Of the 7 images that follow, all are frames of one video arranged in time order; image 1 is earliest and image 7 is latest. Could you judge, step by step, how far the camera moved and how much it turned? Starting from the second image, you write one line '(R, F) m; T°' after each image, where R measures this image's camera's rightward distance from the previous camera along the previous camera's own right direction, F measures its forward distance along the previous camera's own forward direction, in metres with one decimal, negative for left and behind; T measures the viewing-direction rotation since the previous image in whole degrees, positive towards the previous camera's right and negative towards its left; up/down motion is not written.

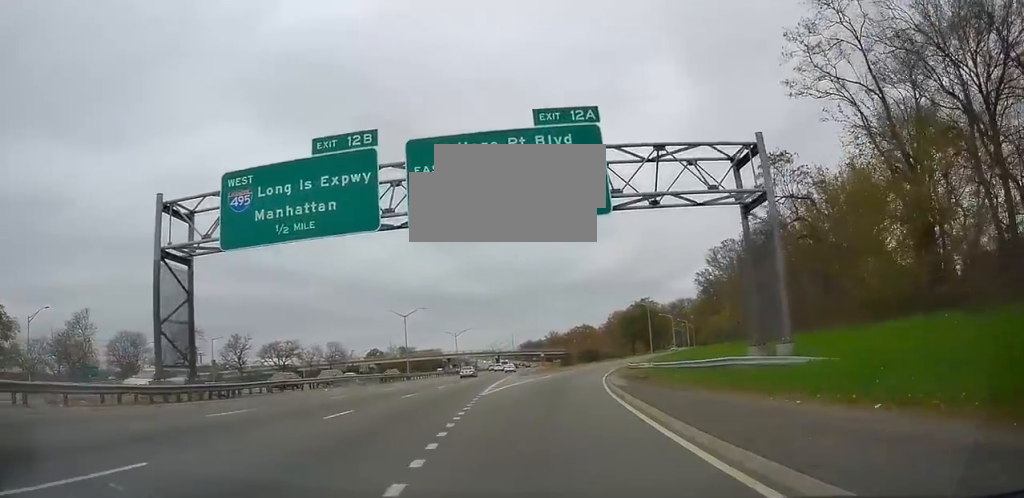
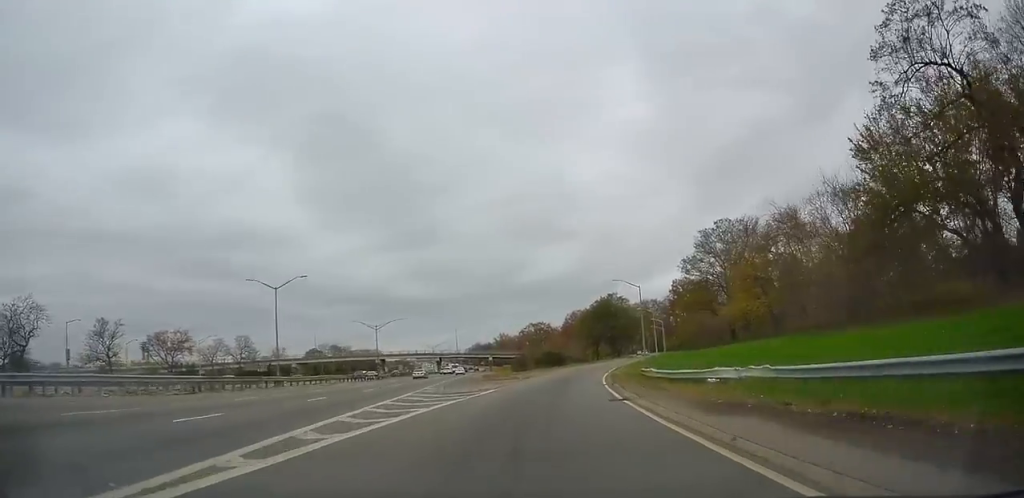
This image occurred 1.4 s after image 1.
(+0.9, +27.4) m; +5°
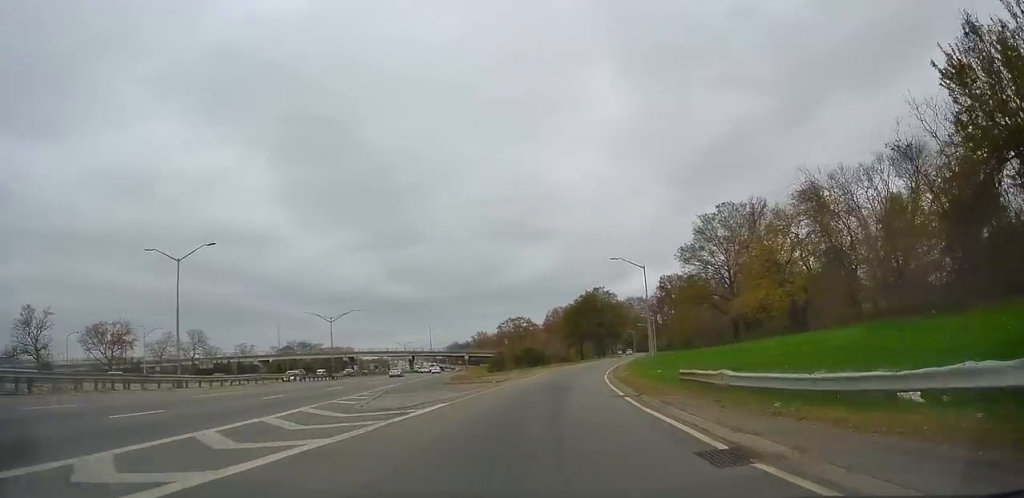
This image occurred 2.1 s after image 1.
(+0.3, +12.6) m; +2°
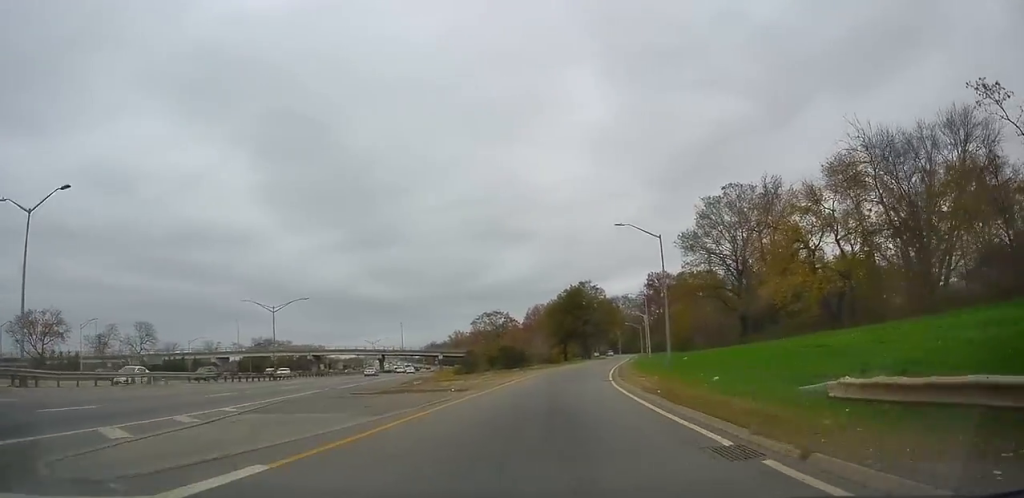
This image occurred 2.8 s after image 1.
(+0.4, +12.9) m; +2°
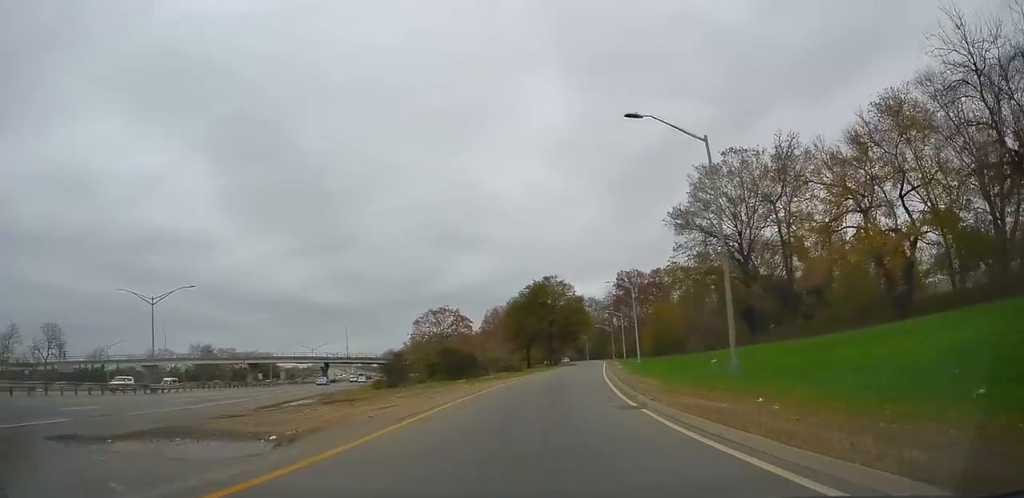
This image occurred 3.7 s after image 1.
(0.0, +17.4) m; +3°
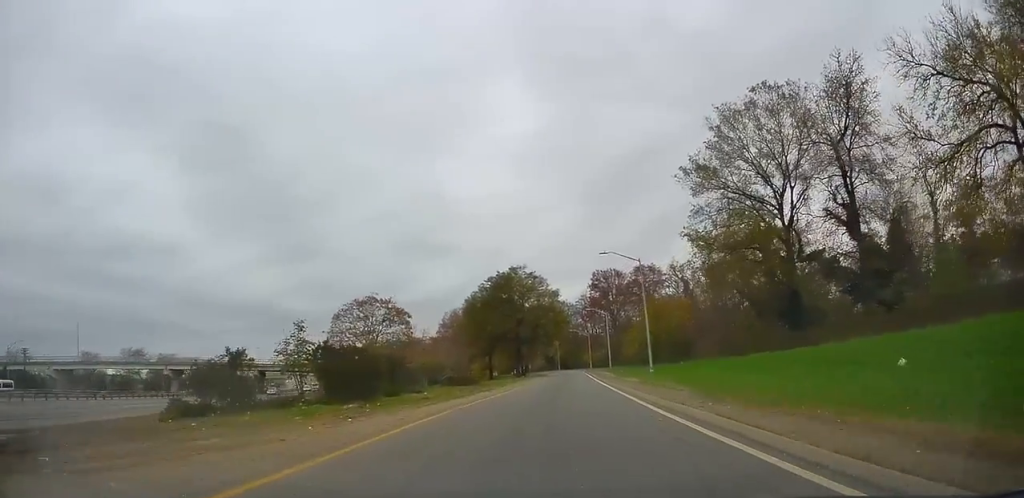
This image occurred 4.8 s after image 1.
(+1.0, +20.7) m; +4°
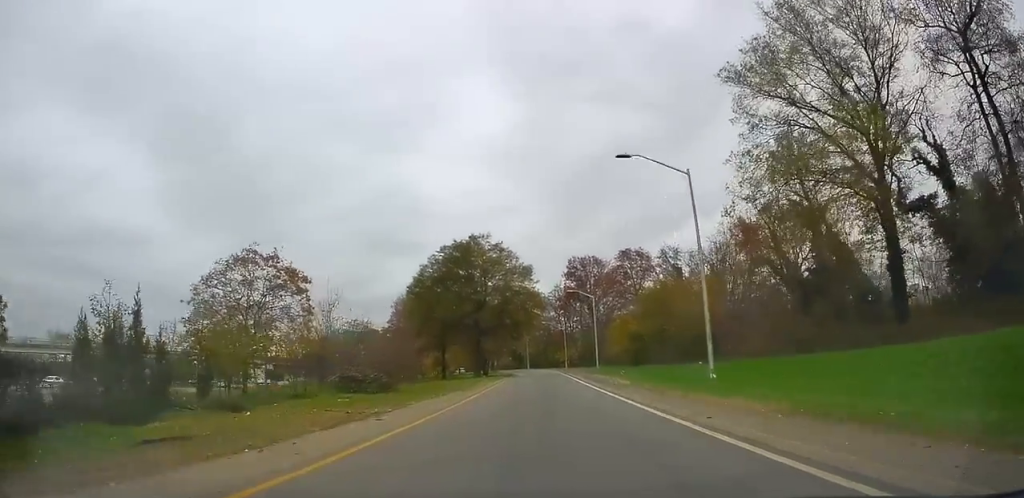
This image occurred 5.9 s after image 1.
(+0.6, +20.0) m; +4°
